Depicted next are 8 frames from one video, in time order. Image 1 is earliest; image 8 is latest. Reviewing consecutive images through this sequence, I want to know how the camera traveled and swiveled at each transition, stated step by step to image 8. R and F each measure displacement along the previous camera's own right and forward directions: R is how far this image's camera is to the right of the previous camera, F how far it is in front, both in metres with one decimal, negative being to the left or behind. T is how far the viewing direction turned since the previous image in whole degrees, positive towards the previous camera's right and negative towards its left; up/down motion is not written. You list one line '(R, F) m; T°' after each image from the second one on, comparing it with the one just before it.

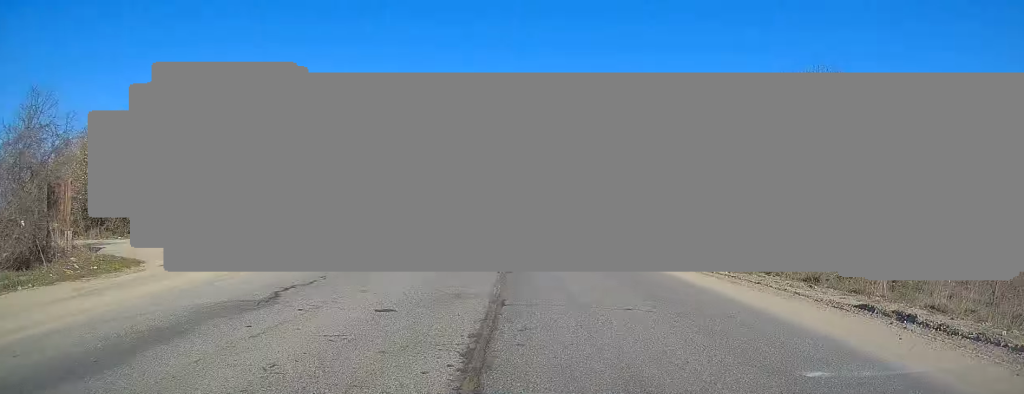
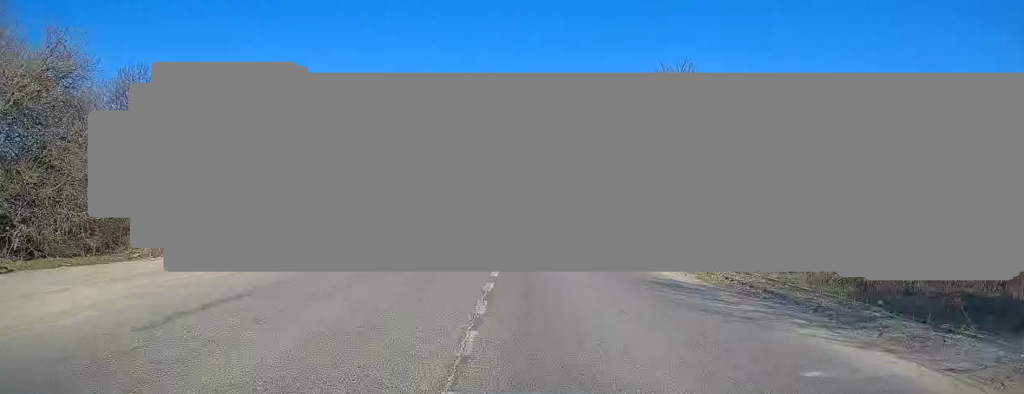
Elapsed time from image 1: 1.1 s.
(-0.7, +19.6) m; -2°
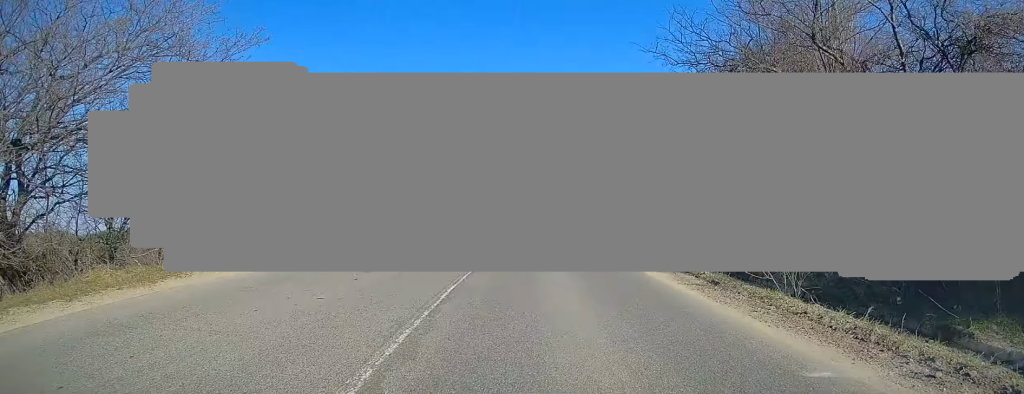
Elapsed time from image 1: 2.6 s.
(+0.3, +26.9) m; +4°
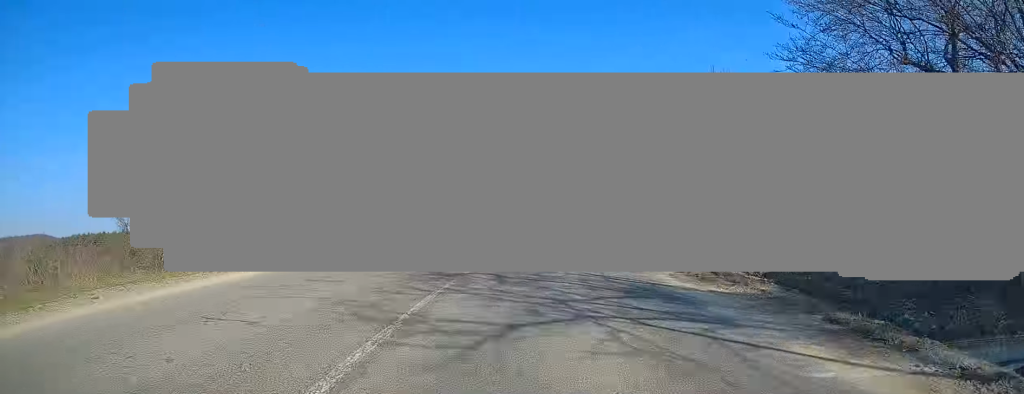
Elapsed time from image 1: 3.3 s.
(+0.4, +12.7) m; +3°
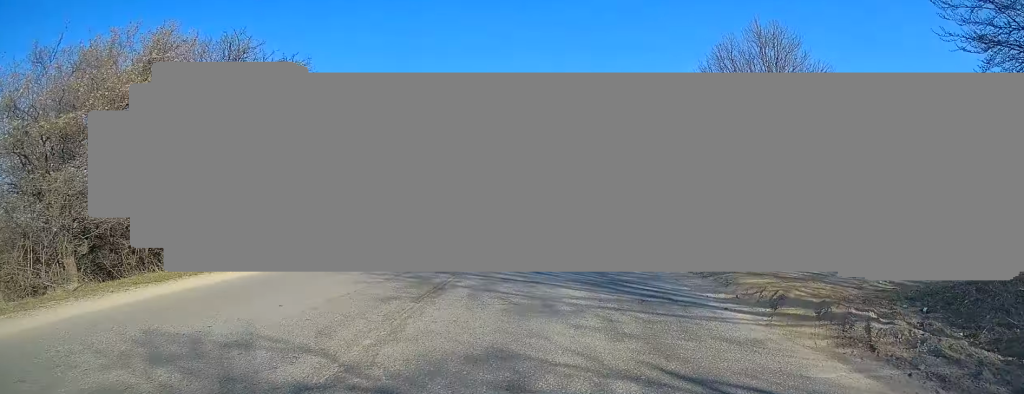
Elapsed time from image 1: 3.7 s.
(+0.2, +7.9) m; +2°
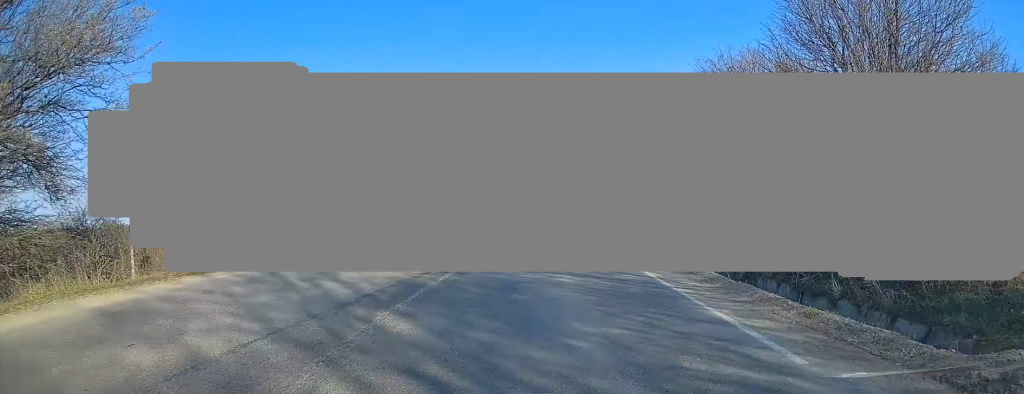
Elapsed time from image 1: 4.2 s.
(0.0, +9.1) m; +2°
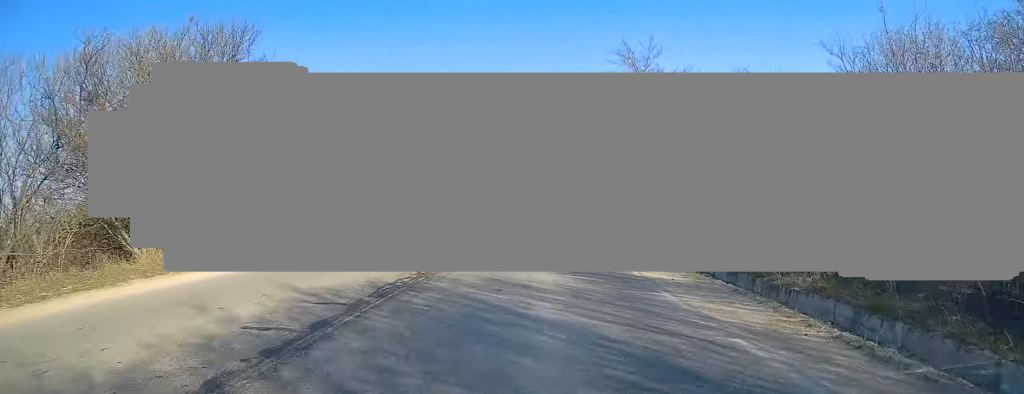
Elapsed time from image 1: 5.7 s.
(+1.7, +27.1) m; +6°
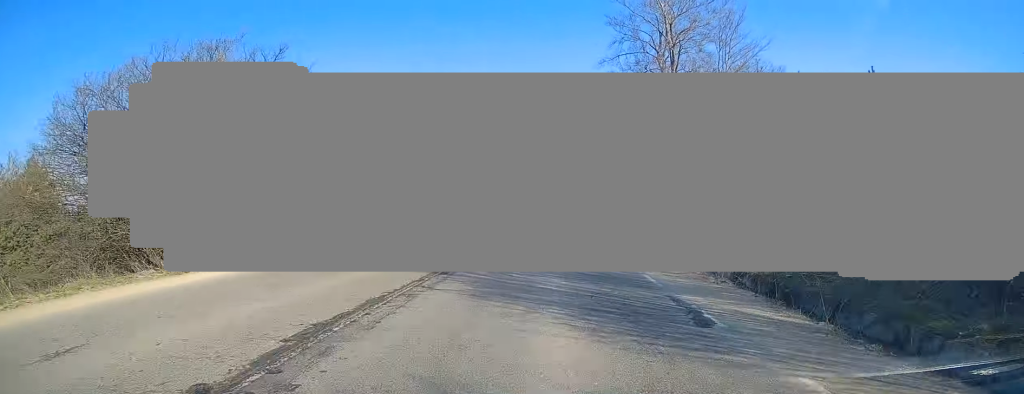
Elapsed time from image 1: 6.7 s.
(+0.4, +17.8) m; +2°
